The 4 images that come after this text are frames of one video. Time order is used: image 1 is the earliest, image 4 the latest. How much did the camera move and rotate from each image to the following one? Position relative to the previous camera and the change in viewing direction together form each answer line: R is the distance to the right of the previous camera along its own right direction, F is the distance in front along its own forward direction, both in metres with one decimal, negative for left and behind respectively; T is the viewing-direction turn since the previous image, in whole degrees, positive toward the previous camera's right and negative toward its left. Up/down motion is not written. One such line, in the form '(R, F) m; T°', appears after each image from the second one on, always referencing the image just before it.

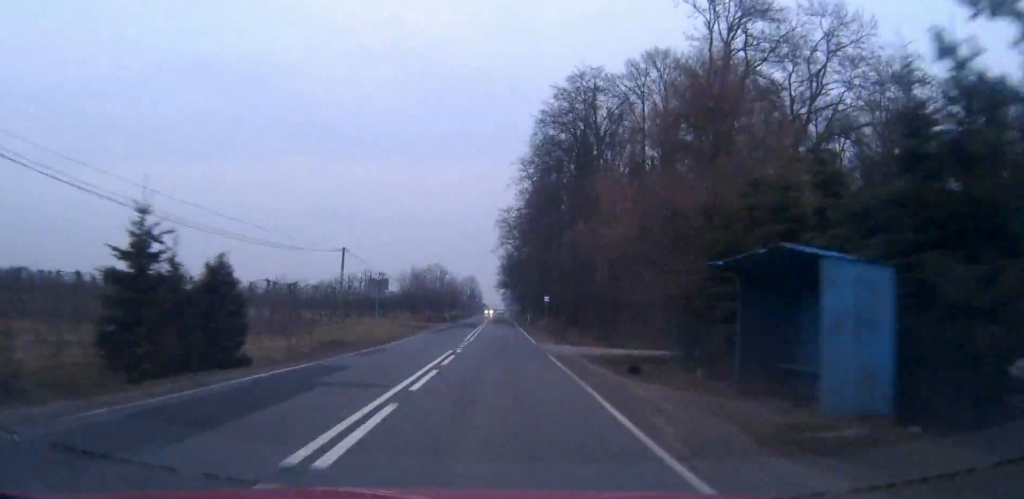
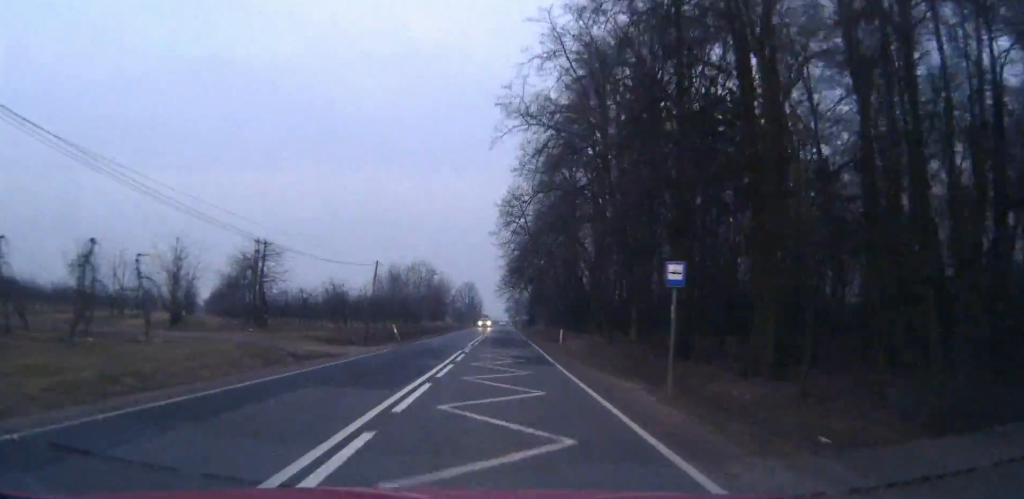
(-0.2, +41.3) m; 0°
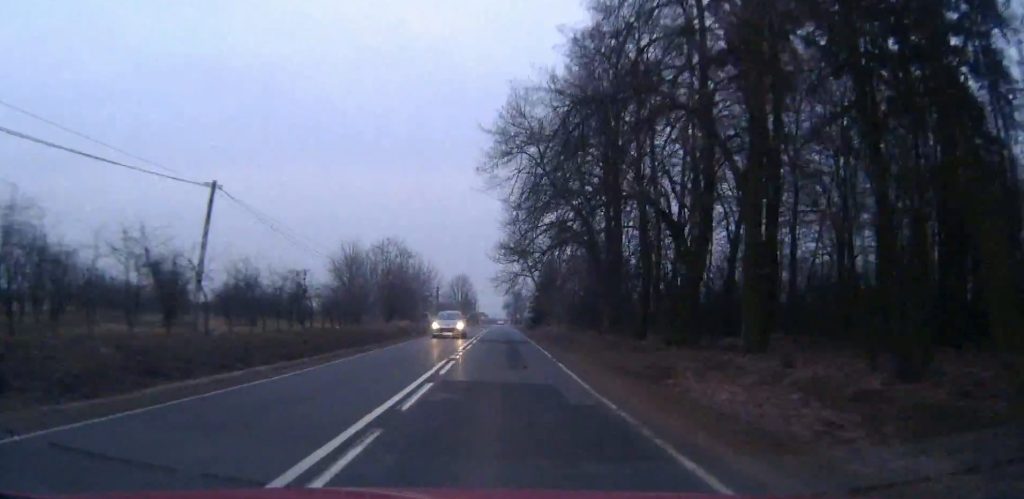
(0.0, +36.7) m; 0°
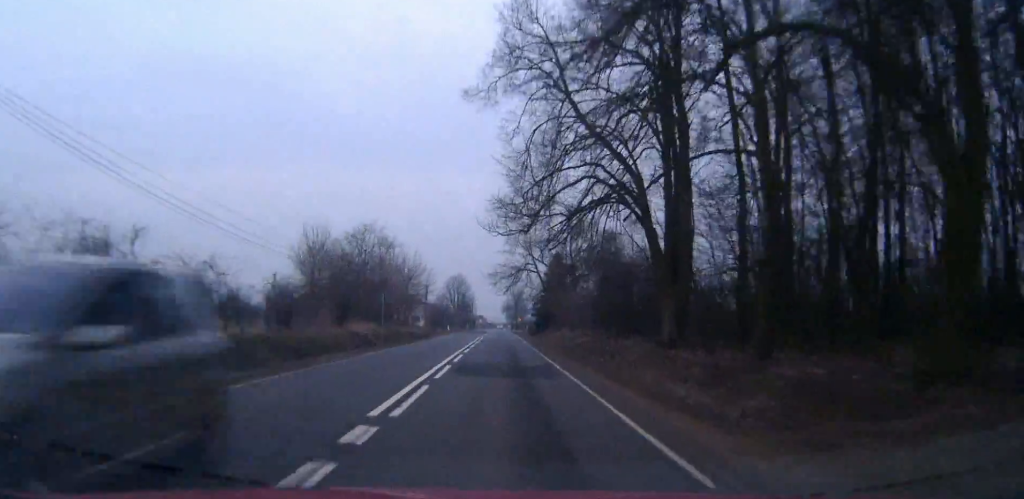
(+0.1, +18.5) m; 0°
